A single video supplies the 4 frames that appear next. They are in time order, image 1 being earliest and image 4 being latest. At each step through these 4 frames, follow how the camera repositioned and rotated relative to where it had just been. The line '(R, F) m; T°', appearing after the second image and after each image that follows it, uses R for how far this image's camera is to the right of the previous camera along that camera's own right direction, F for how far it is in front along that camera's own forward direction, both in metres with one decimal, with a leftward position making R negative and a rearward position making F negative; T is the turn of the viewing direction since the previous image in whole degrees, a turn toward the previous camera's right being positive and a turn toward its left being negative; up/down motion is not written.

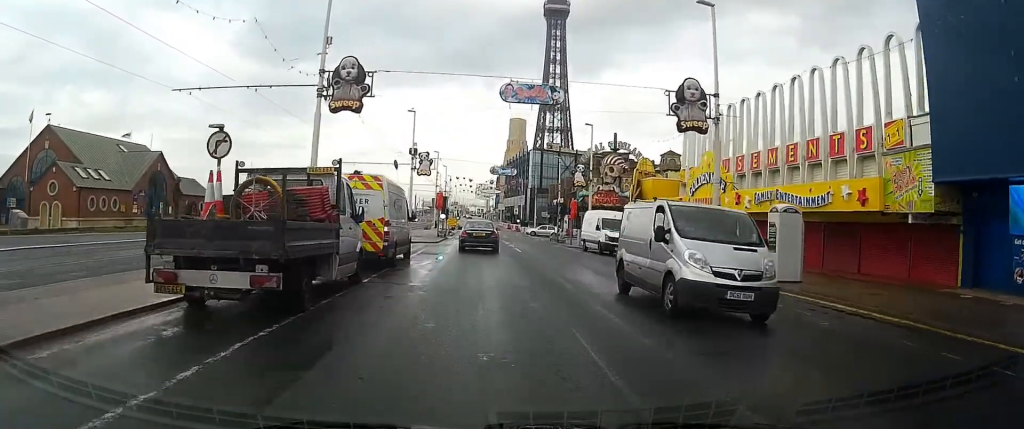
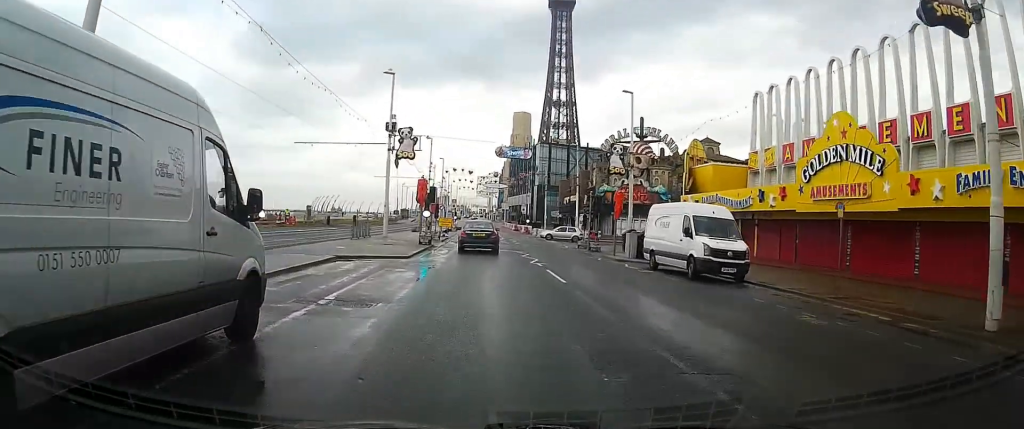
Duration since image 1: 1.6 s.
(0.0, +16.0) m; 0°
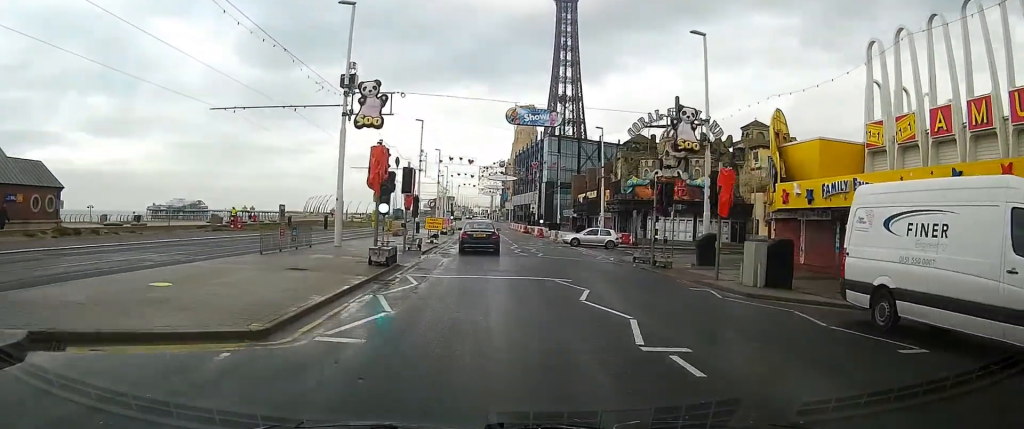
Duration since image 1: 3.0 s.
(0.0, +15.2) m; 0°
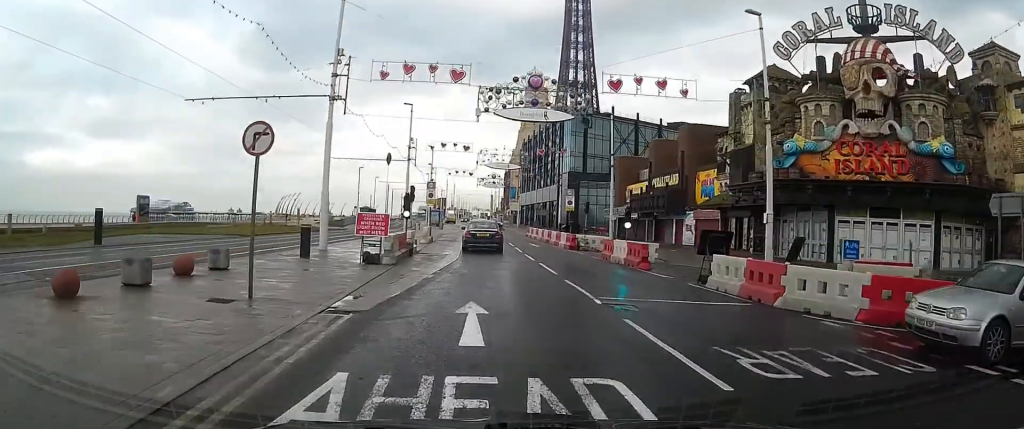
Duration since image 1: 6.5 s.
(+0.2, +37.7) m; +1°
